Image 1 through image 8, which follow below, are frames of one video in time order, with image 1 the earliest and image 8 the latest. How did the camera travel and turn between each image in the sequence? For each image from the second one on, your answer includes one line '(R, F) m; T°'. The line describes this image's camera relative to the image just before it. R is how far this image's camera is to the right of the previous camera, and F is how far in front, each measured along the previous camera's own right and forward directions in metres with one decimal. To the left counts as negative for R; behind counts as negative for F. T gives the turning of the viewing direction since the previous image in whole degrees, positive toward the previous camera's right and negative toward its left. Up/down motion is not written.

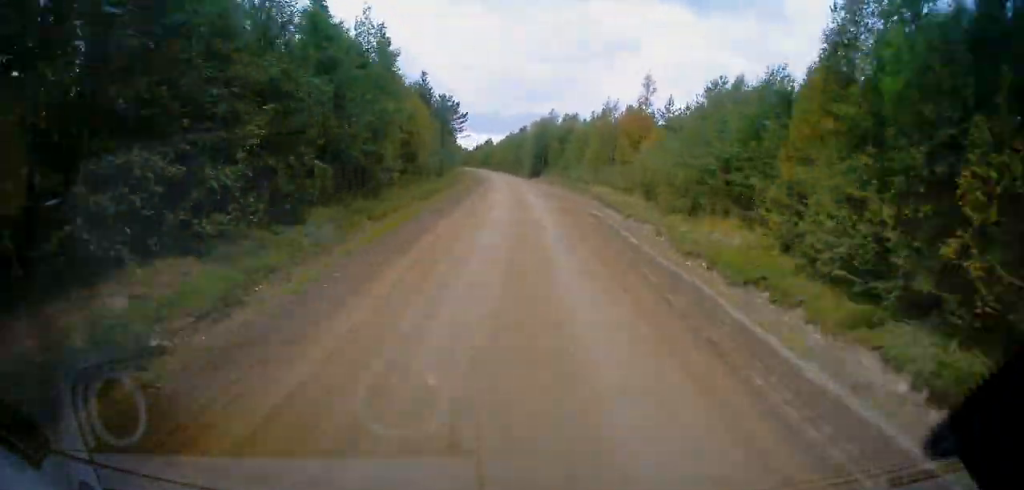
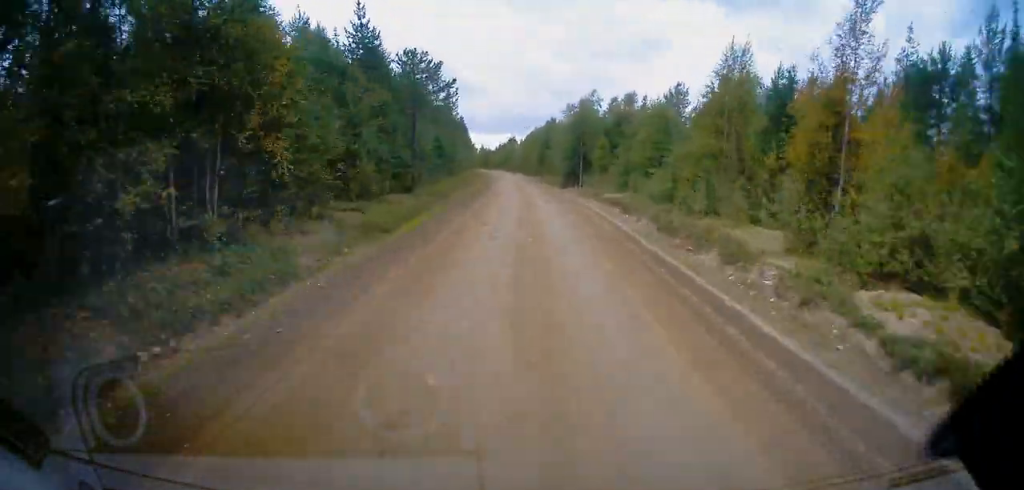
(-0.3, +26.3) m; -2°
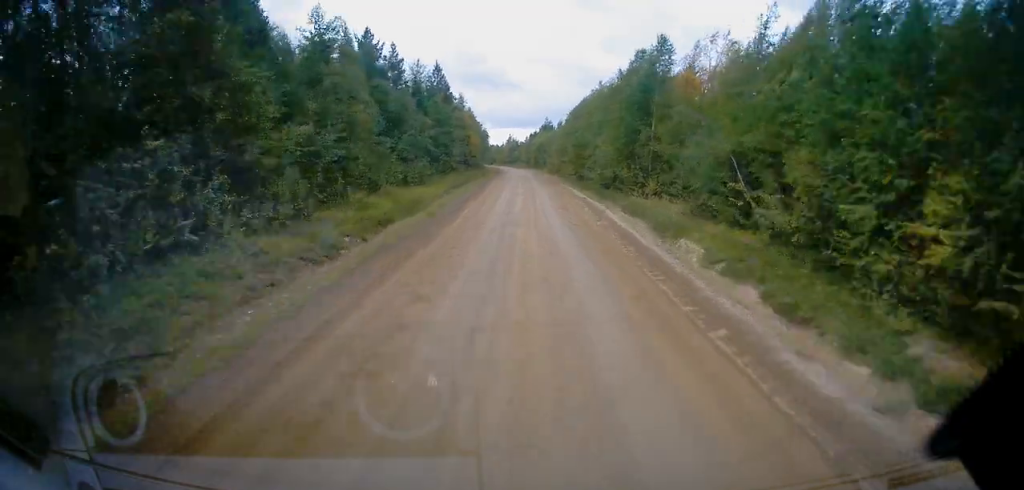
(-2.3, +63.2) m; -3°
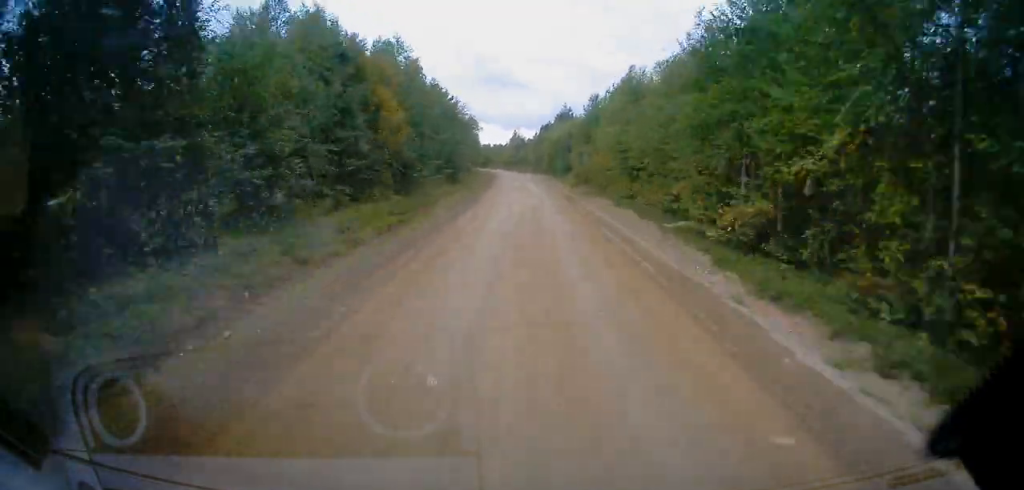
(-0.7, +46.2) m; -2°
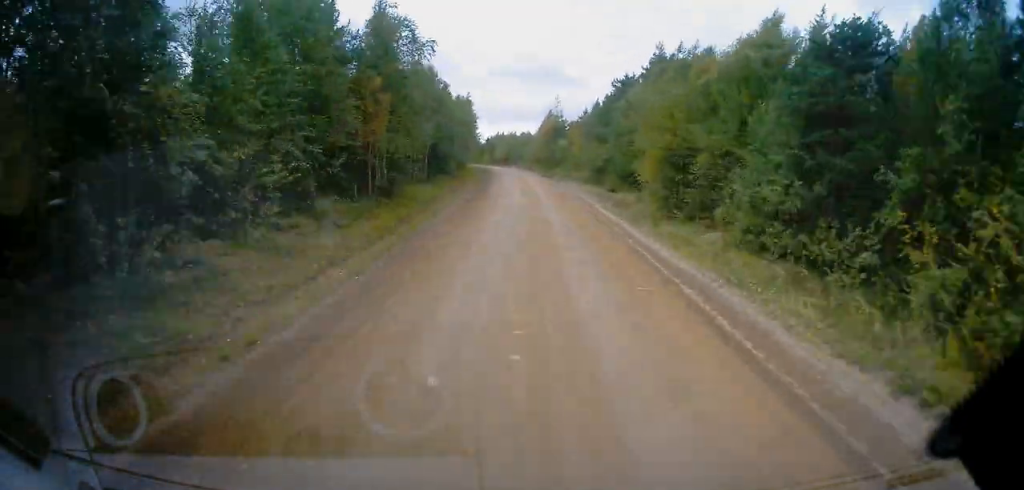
(-1.5, +63.0) m; -3°
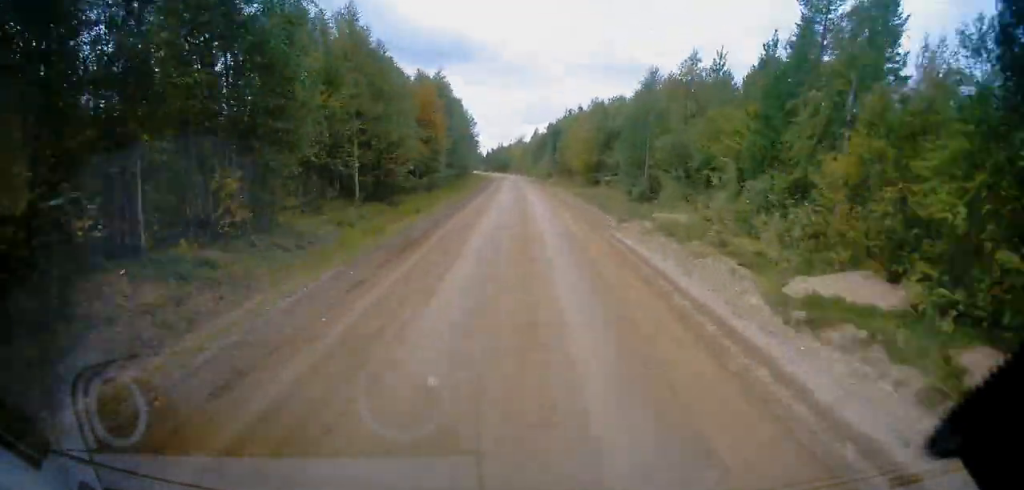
(-5.9, +111.7) m; -6°
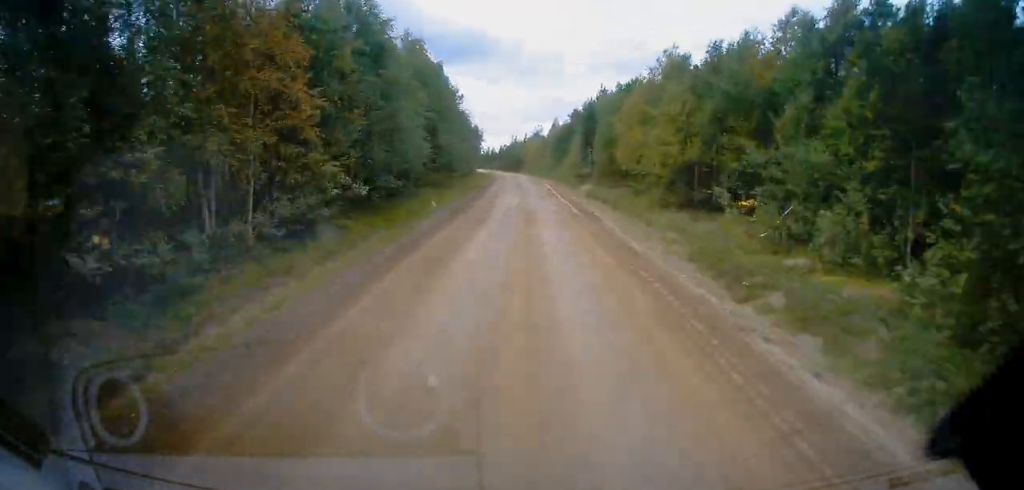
(-0.3, +28.1) m; -1°
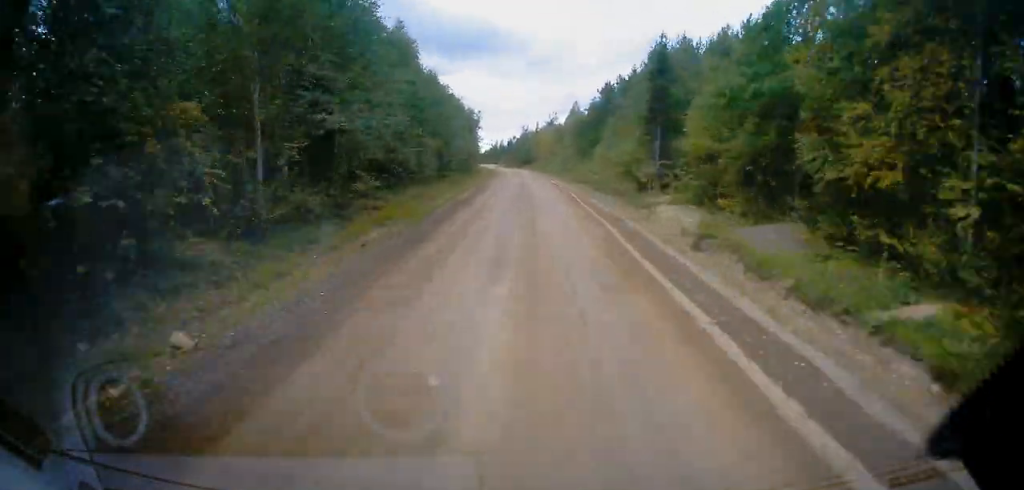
(-0.4, +26.5) m; -1°
